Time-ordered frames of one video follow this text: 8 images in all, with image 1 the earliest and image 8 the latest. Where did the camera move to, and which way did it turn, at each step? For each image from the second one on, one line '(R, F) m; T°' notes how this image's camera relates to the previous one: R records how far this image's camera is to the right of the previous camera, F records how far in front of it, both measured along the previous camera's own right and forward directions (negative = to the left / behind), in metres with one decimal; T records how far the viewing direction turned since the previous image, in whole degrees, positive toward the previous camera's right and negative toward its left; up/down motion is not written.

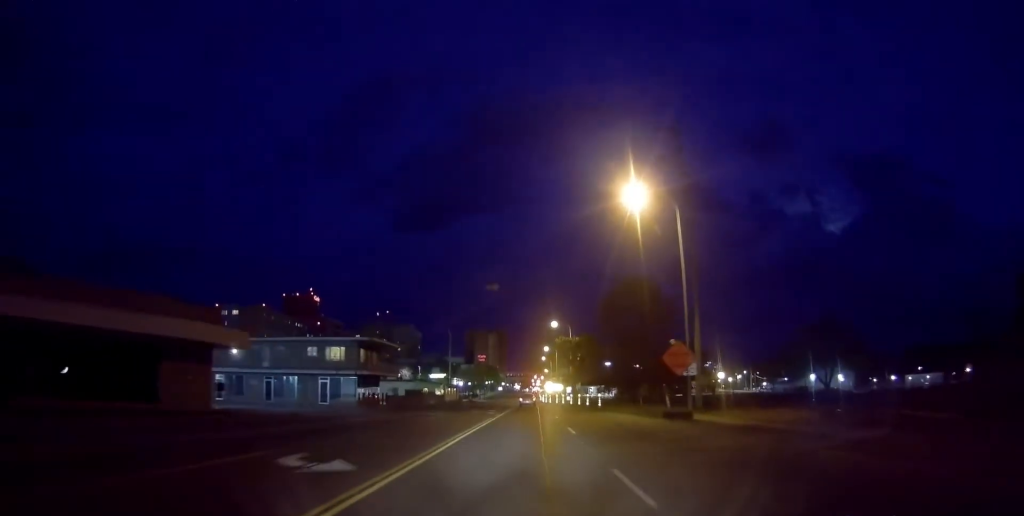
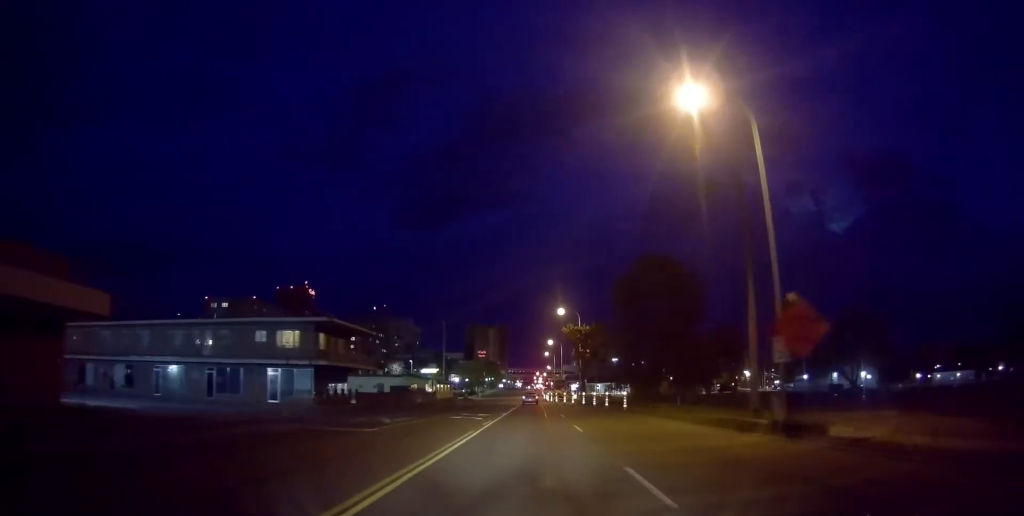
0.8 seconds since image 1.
(0.0, +12.4) m; -2°
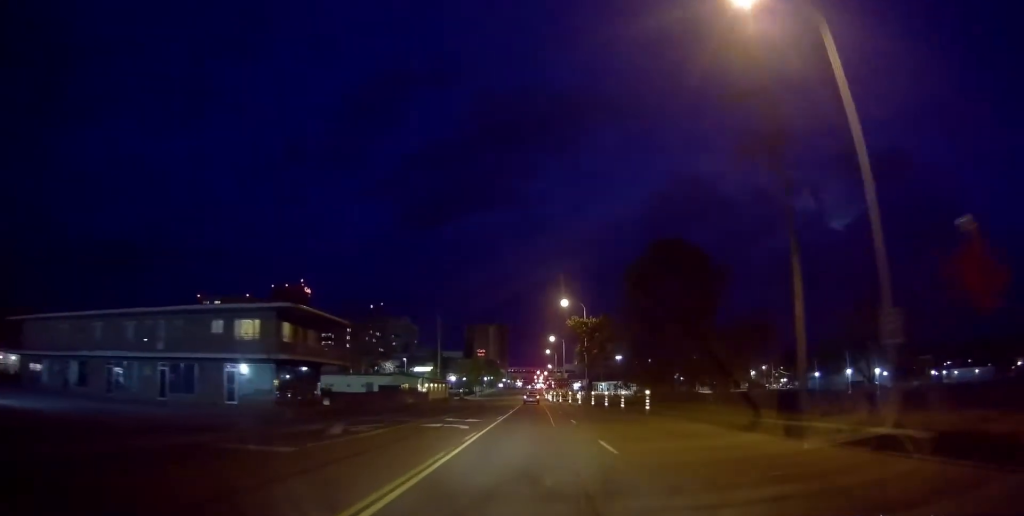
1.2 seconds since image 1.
(-0.2, +6.7) m; -1°
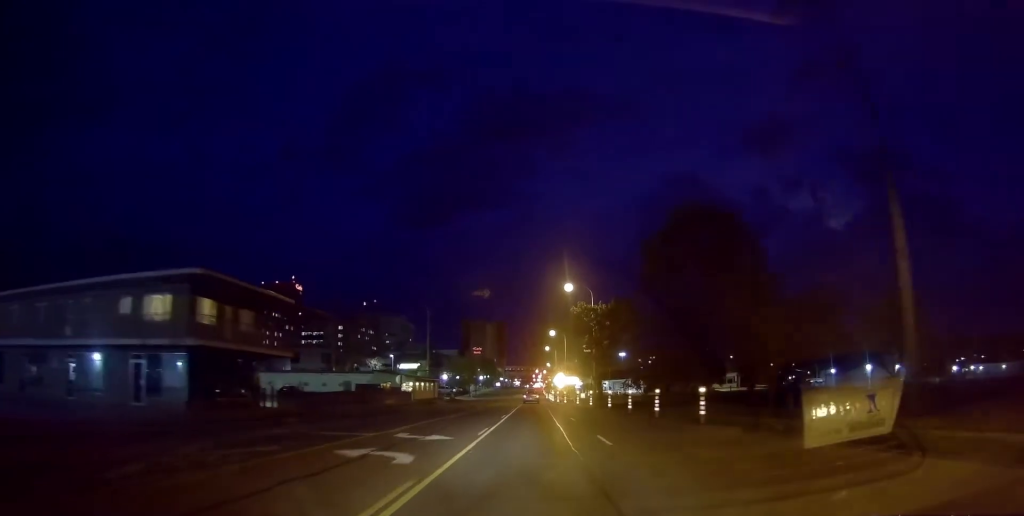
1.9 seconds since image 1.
(-0.1, +10.3) m; 0°
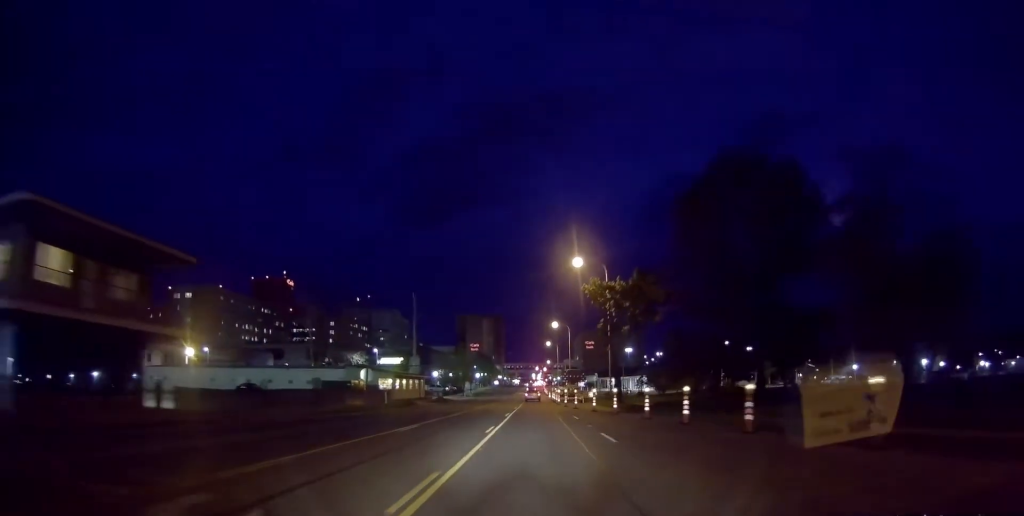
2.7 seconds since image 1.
(-0.1, +11.9) m; +1°
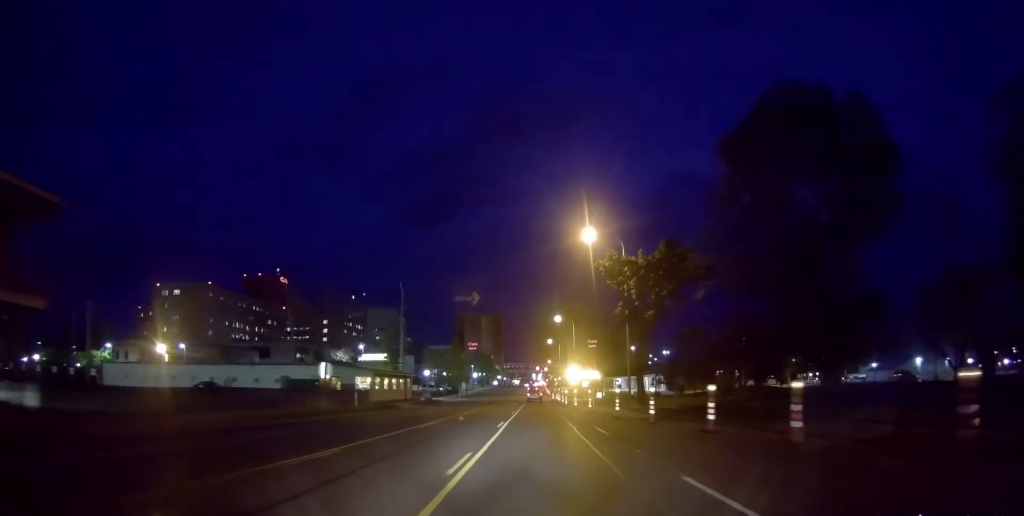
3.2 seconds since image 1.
(+0.3, +8.7) m; 0°
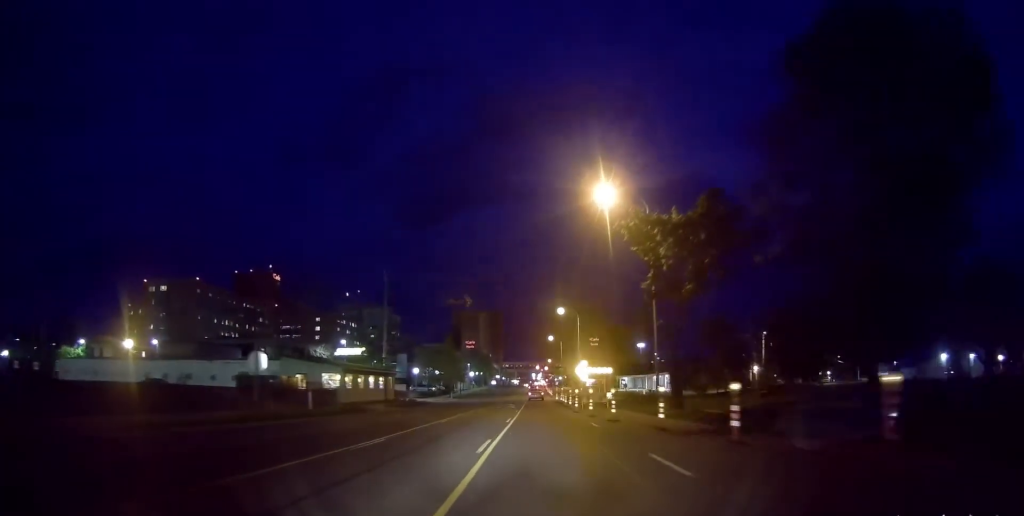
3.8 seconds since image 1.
(+0.1, +9.3) m; 0°
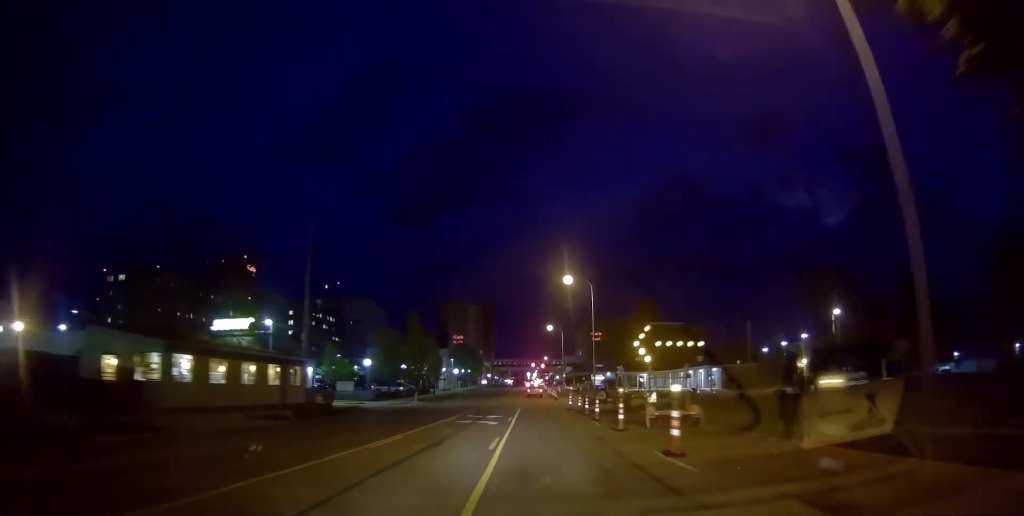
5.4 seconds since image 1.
(0.0, +23.5) m; 0°
